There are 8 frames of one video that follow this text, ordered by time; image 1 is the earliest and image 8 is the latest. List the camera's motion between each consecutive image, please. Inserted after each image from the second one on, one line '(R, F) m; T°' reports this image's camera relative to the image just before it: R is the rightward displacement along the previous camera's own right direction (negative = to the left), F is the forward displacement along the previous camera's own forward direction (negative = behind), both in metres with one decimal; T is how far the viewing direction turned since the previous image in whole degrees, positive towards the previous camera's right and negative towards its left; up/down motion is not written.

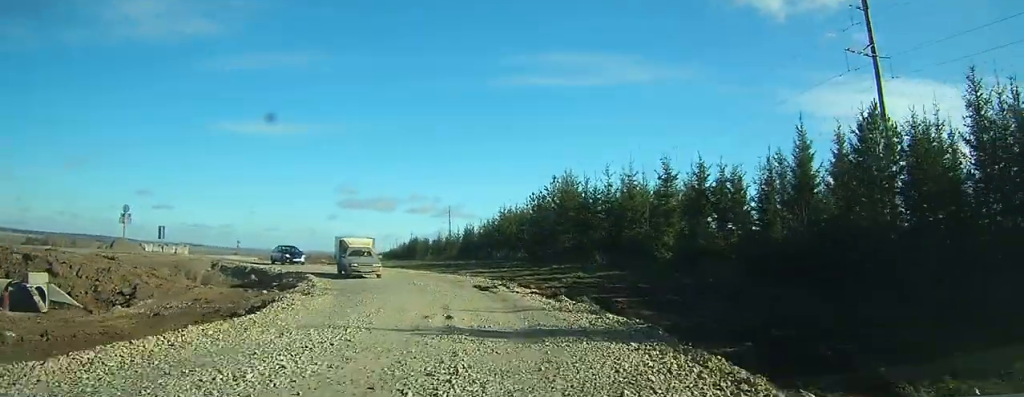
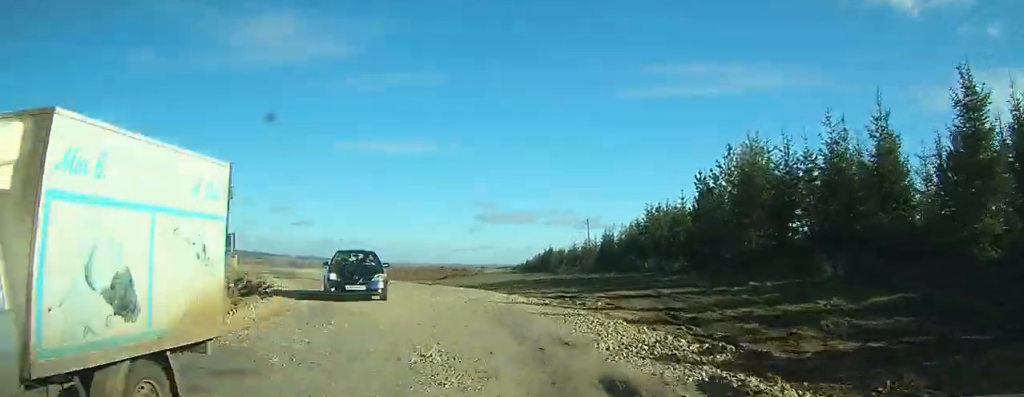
(-1.1, +14.8) m; -11°
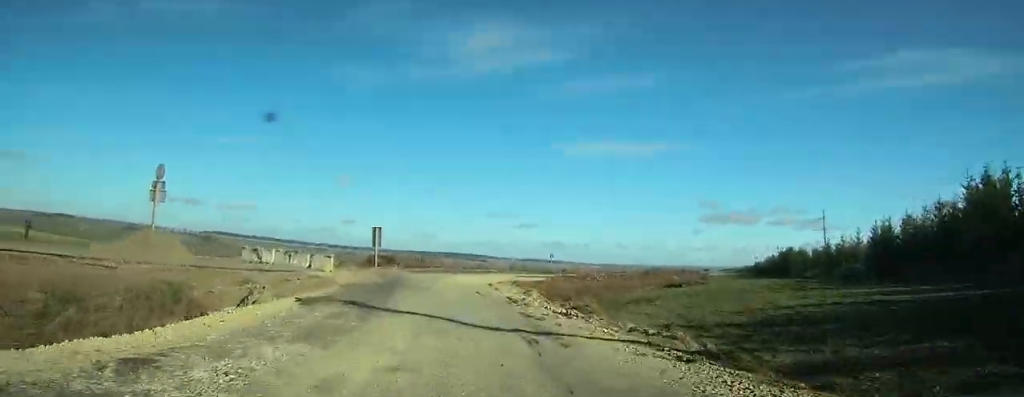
(-4.6, +18.3) m; -28°
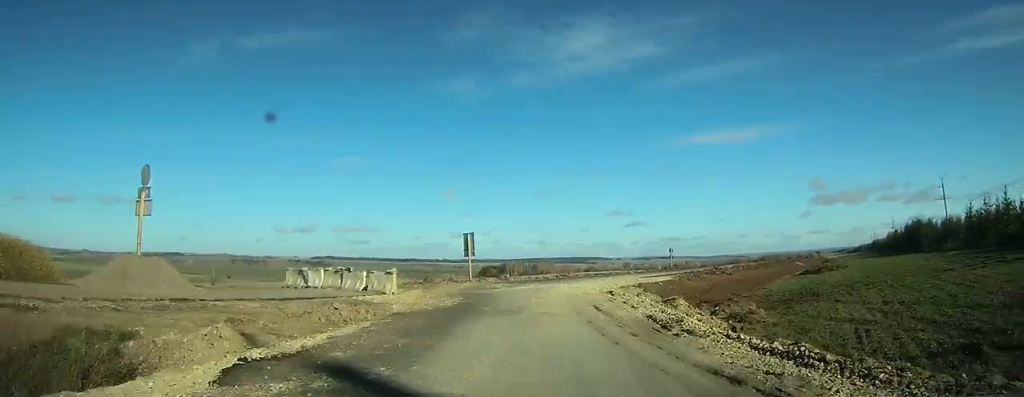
(-0.4, +6.6) m; -8°
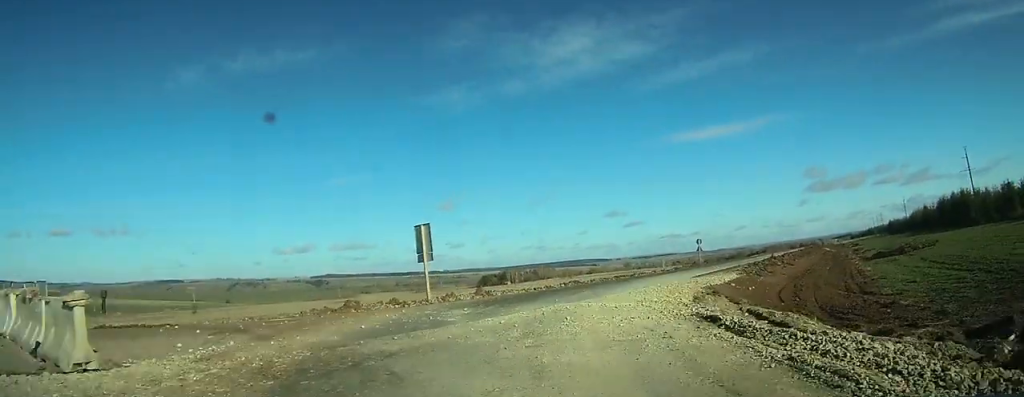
(-1.1, +12.4) m; -7°
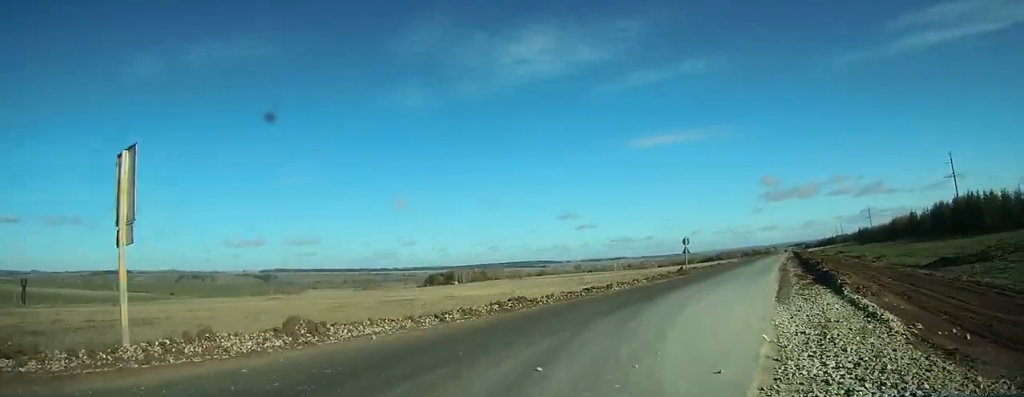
(-0.4, +16.3) m; +2°
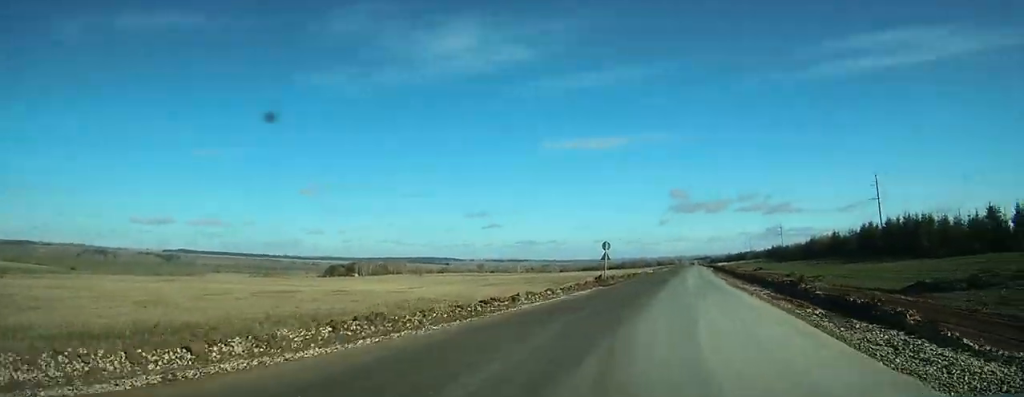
(-0.3, +9.6) m; +6°
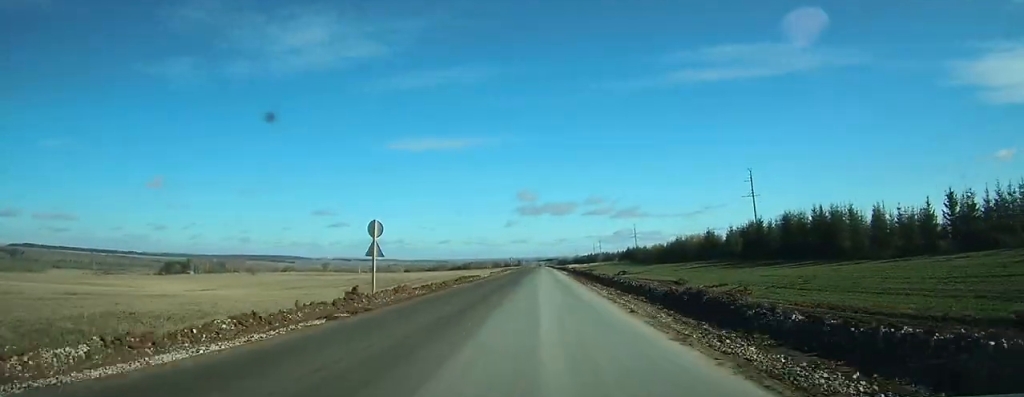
(+4.2, +24.6) m; +14°
